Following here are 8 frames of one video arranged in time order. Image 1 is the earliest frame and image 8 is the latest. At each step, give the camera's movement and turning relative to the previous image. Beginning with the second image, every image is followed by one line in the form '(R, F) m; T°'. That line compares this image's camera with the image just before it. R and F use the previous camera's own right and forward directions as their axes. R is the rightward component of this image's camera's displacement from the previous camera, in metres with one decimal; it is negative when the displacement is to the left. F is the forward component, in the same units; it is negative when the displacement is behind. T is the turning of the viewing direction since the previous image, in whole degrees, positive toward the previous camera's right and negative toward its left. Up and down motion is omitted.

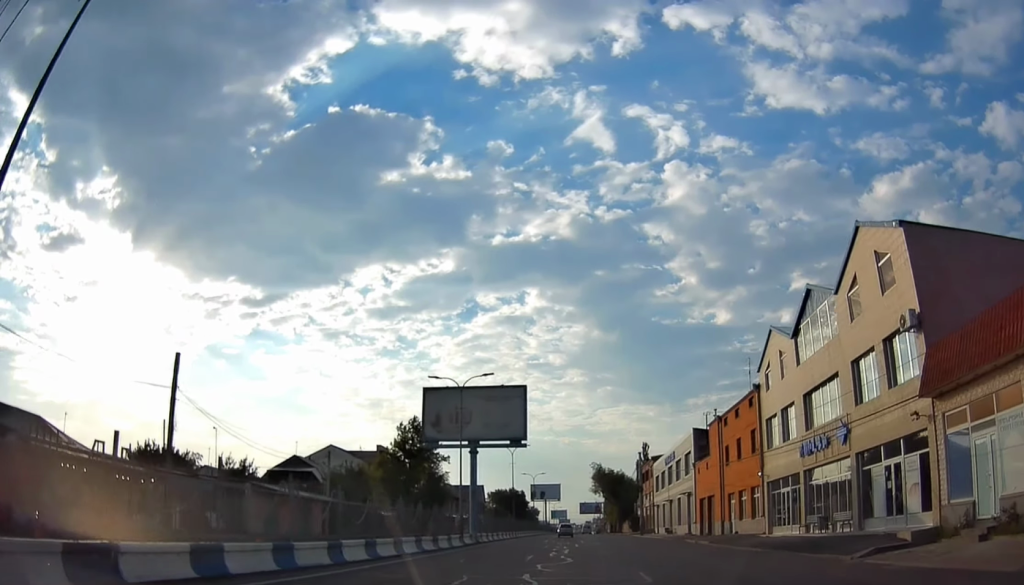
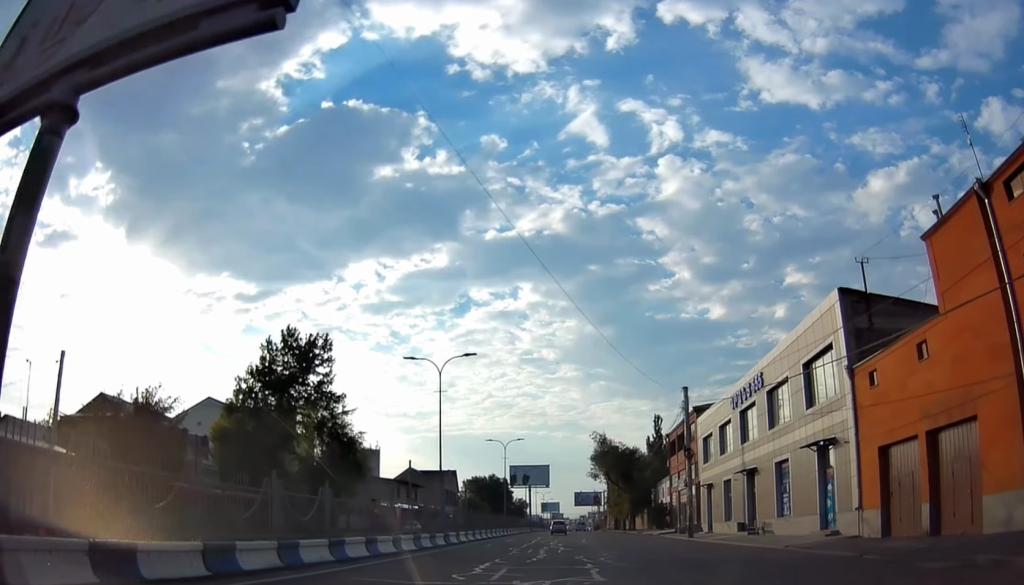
(+0.2, +35.0) m; +2°
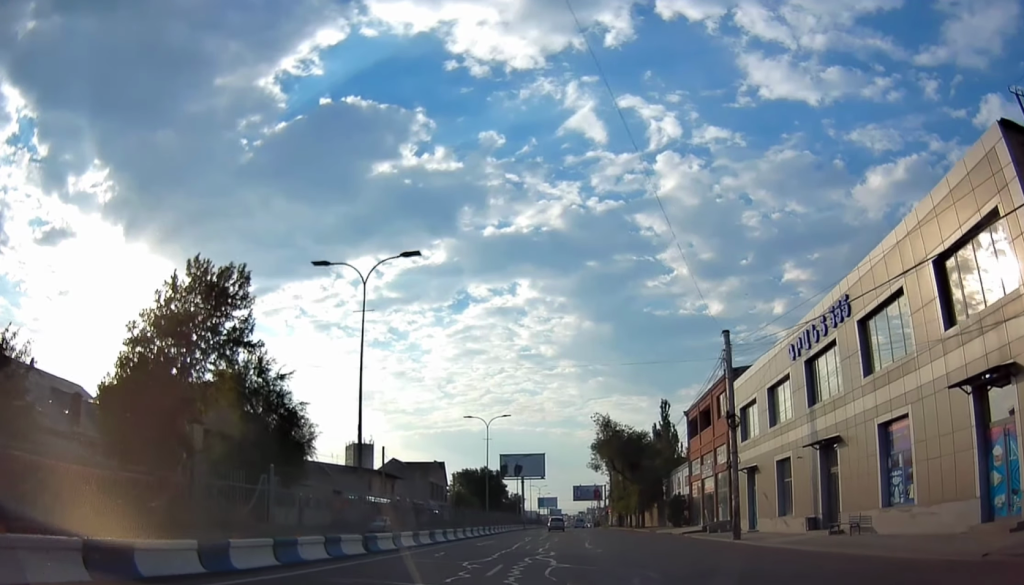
(+0.2, +12.3) m; 0°
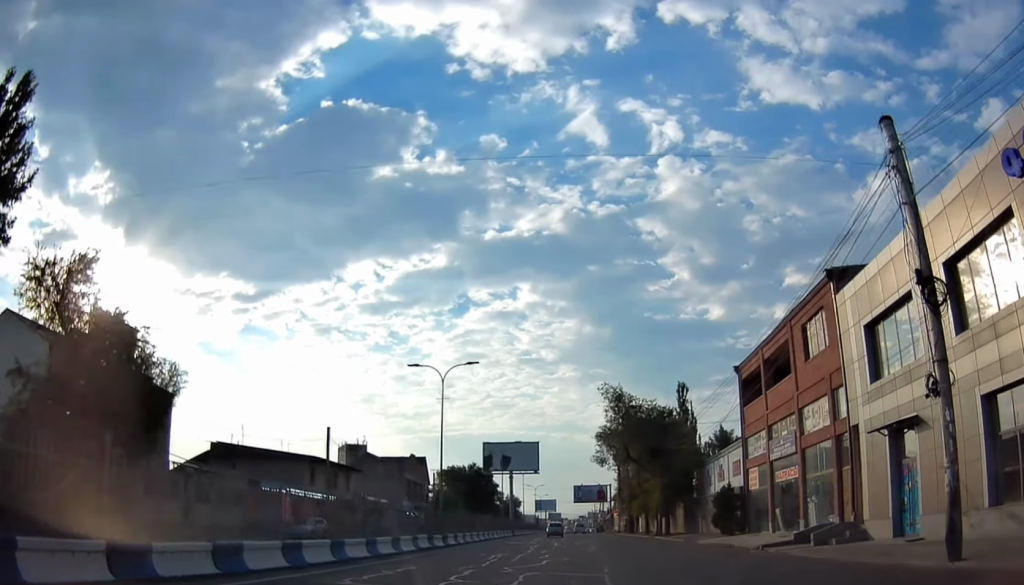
(-0.2, +18.4) m; -2°
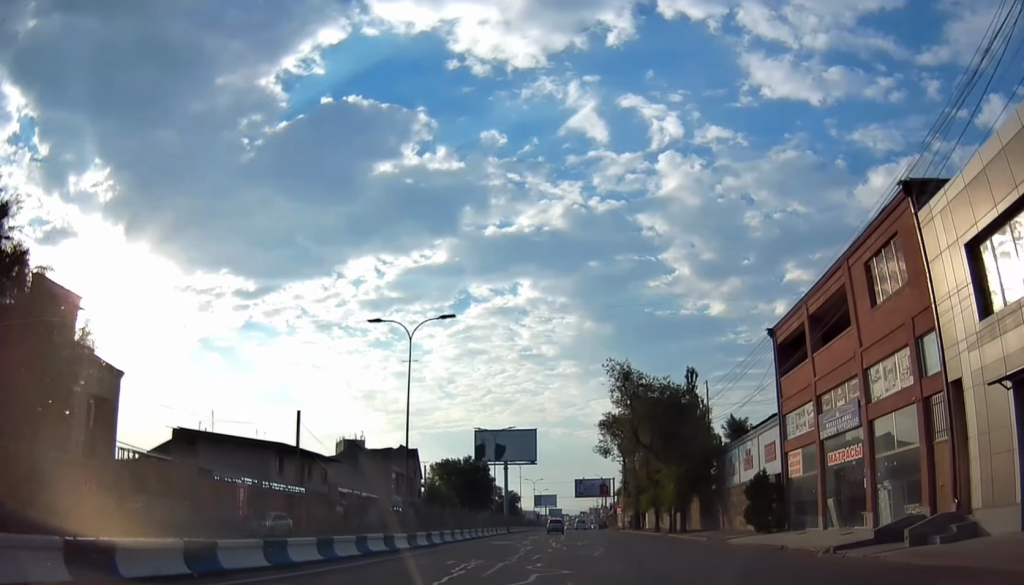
(-0.1, +7.1) m; 0°
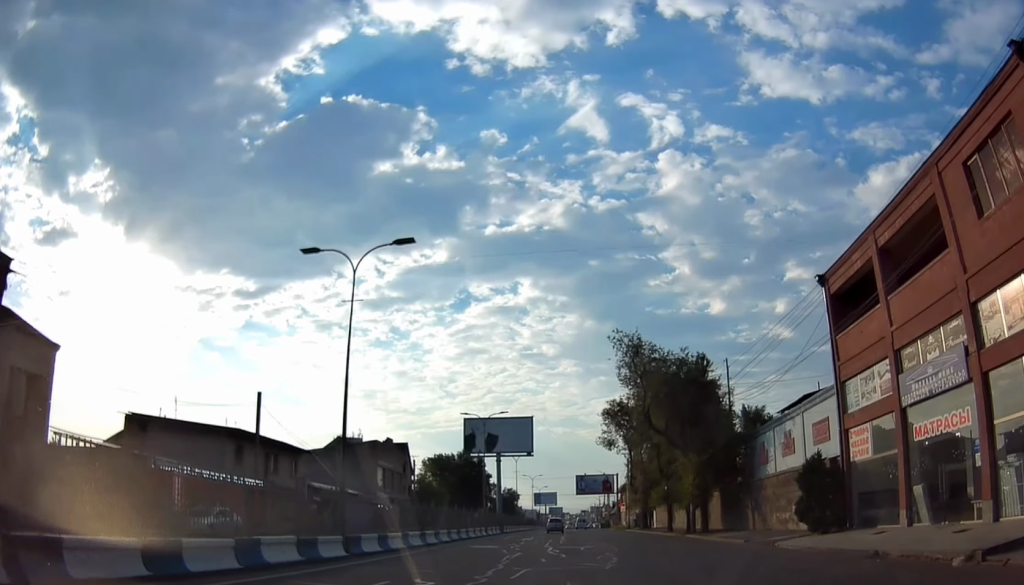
(-0.1, +7.4) m; 0°
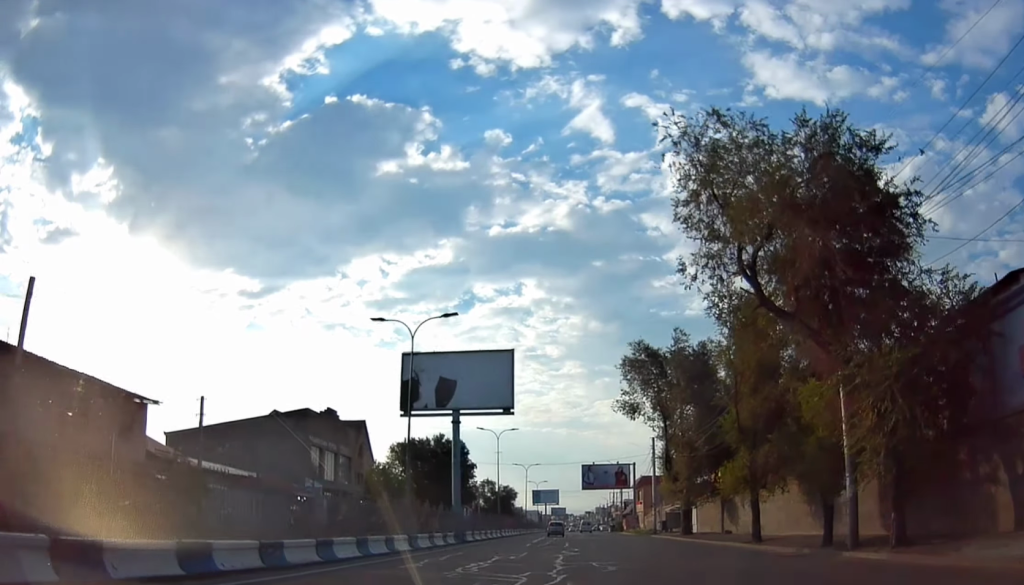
(+0.4, +24.2) m; +1°
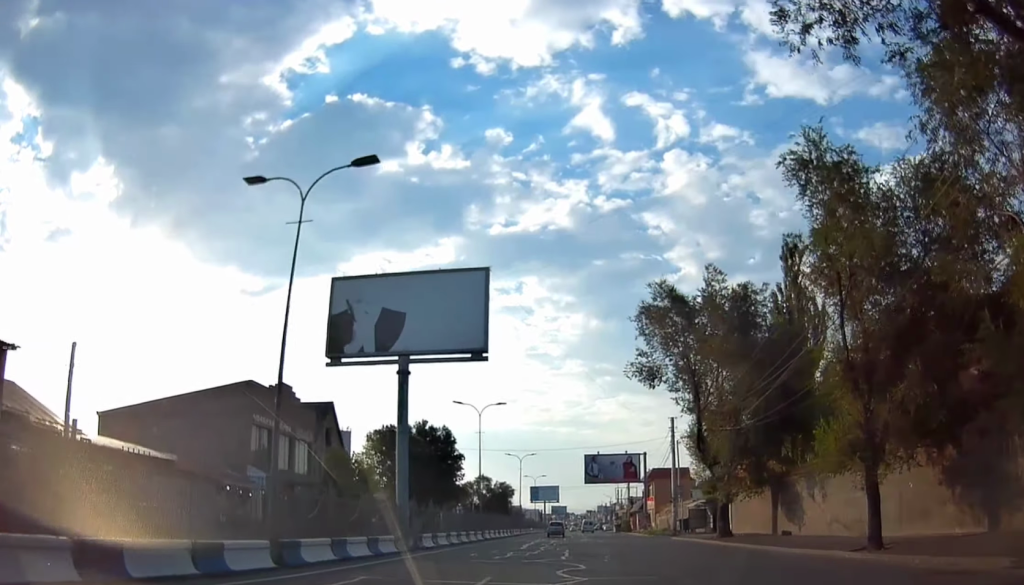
(+0.2, +12.0) m; -1°
